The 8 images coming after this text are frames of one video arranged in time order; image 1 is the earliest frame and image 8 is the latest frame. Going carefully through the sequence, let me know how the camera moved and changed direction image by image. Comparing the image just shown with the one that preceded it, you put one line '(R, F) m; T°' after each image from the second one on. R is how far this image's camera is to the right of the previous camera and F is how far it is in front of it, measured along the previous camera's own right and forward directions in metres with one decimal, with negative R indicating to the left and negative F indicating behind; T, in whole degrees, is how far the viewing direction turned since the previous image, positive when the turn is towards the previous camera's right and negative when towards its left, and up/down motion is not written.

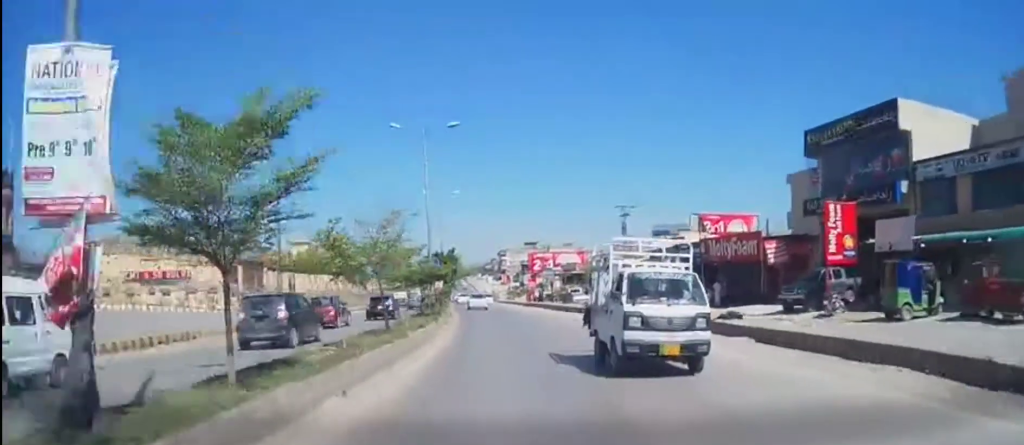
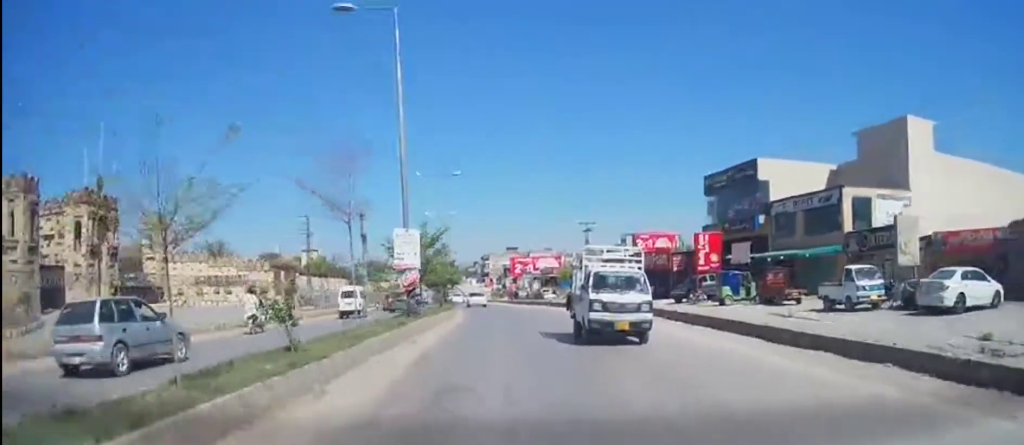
(0.0, +15.7) m; +1°
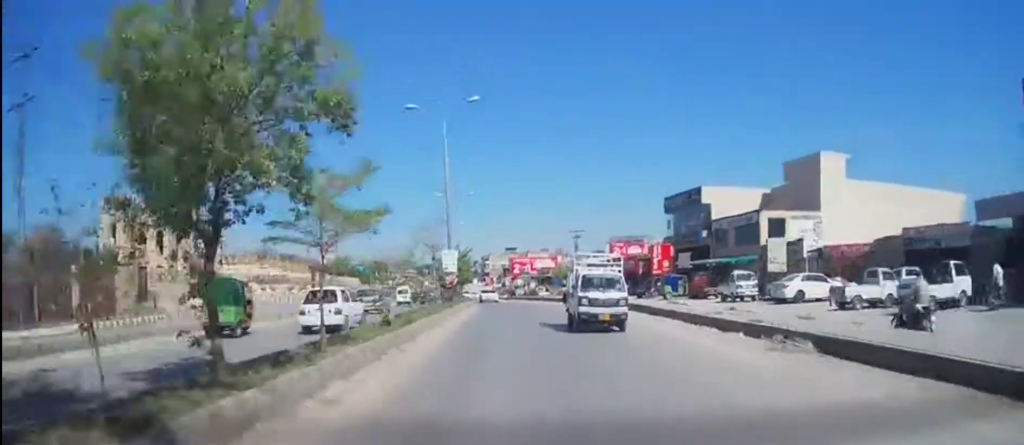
(+0.2, +13.1) m; +1°
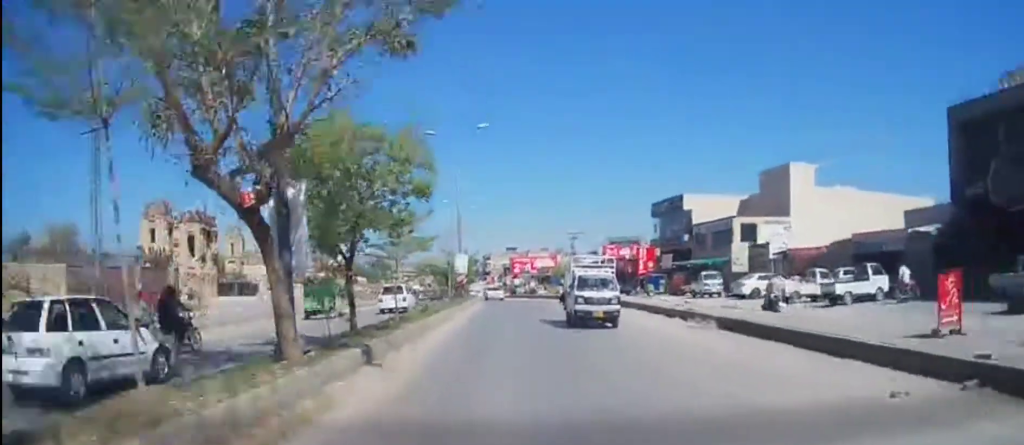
(+0.1, +6.5) m; 0°
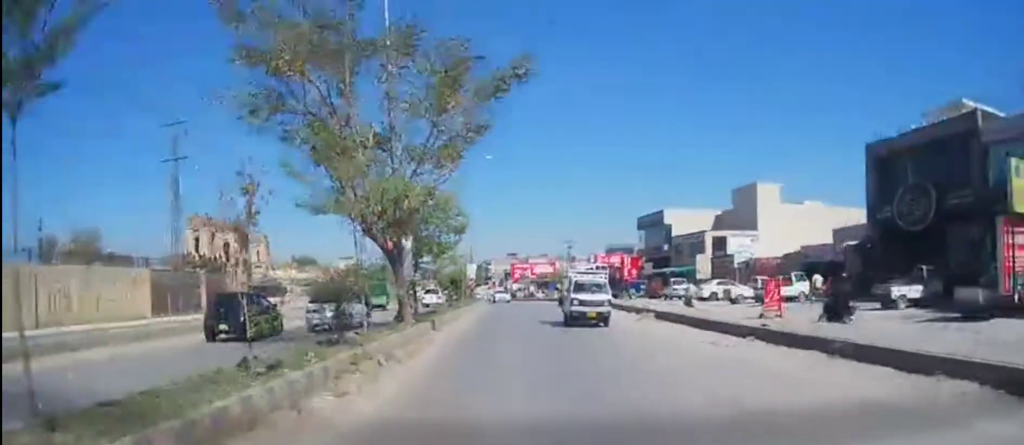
(+0.1, +8.3) m; 0°
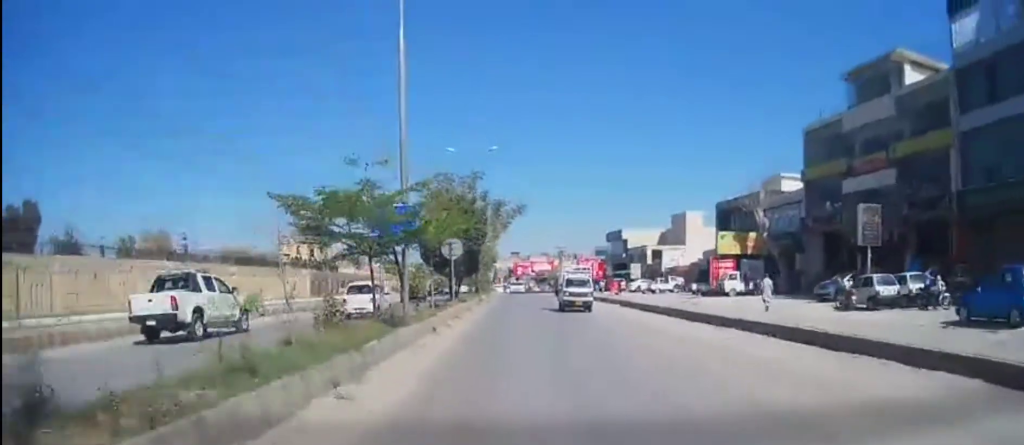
(-0.7, +30.4) m; -3°
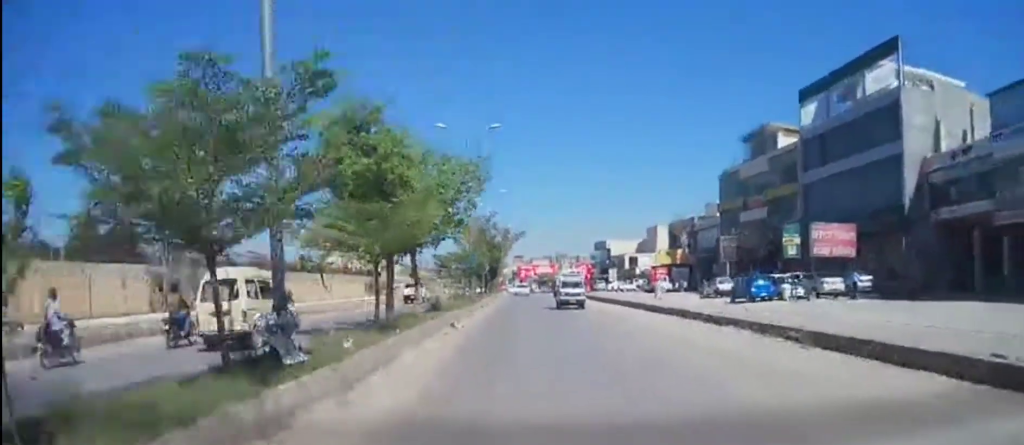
(+0.2, +21.7) m; +2°
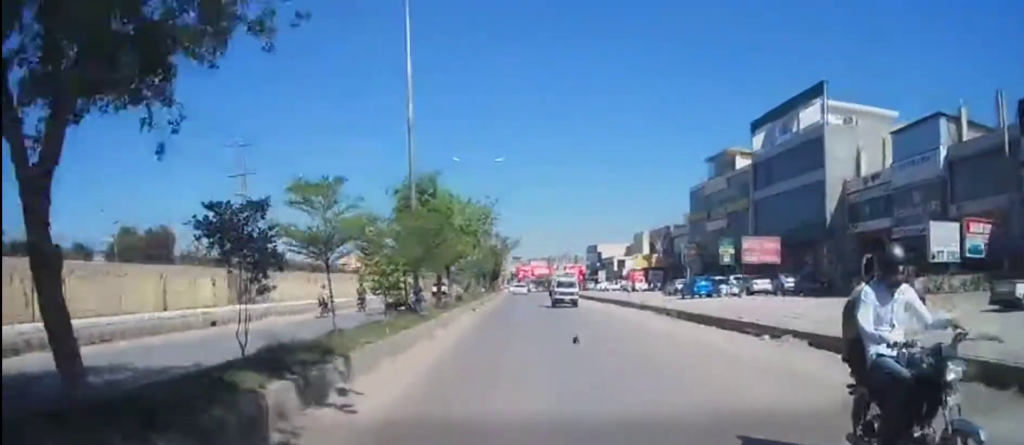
(+0.3, +10.6) m; 0°
